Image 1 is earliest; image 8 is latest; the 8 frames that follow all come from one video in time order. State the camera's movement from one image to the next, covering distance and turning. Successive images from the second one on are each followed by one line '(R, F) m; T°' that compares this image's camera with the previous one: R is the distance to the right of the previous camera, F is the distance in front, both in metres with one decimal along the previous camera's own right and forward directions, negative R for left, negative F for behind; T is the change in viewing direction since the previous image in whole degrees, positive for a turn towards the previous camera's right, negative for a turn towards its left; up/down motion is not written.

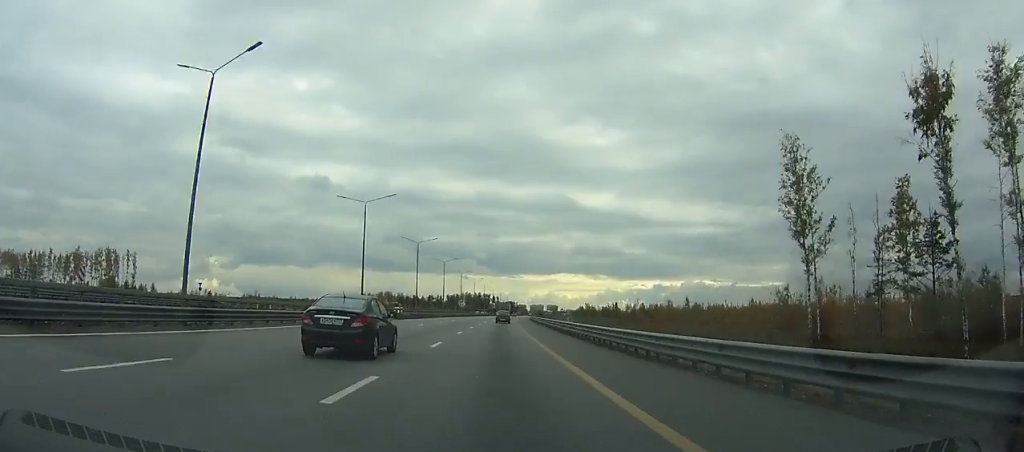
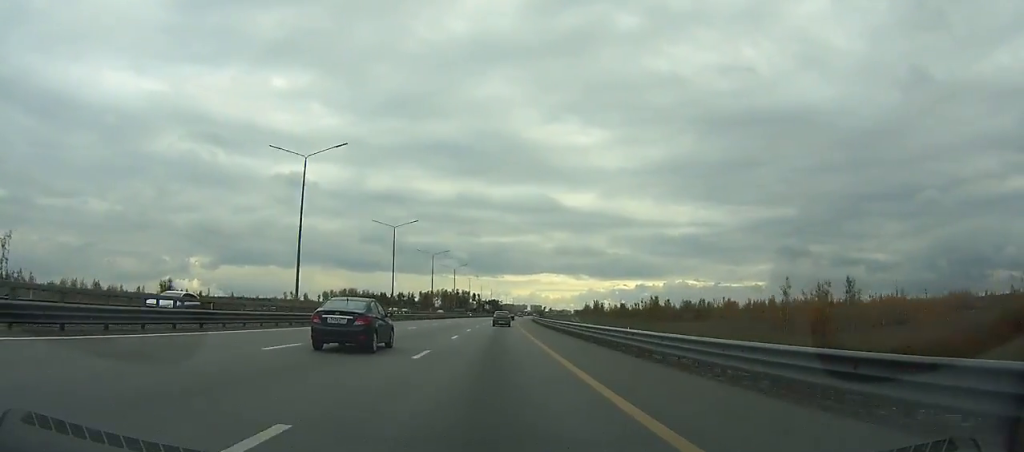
(+0.4, +77.9) m; +1°
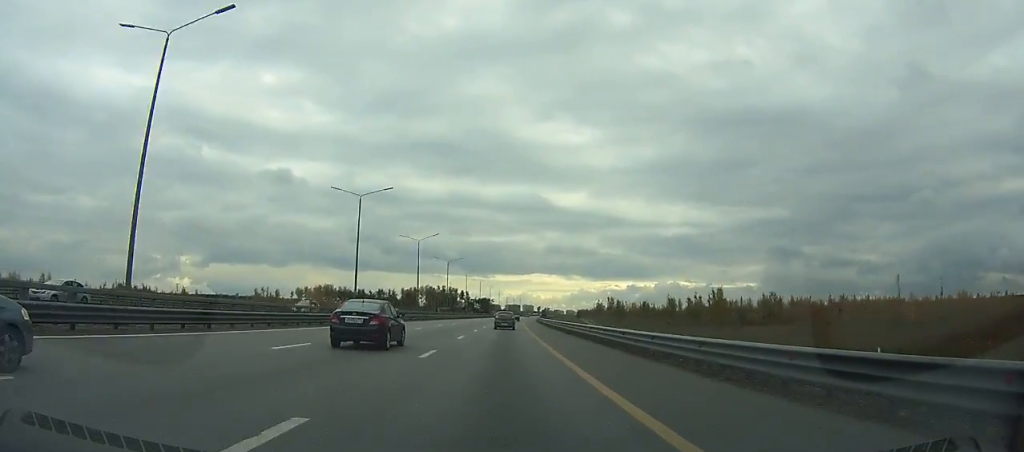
(+0.6, +48.2) m; +1°
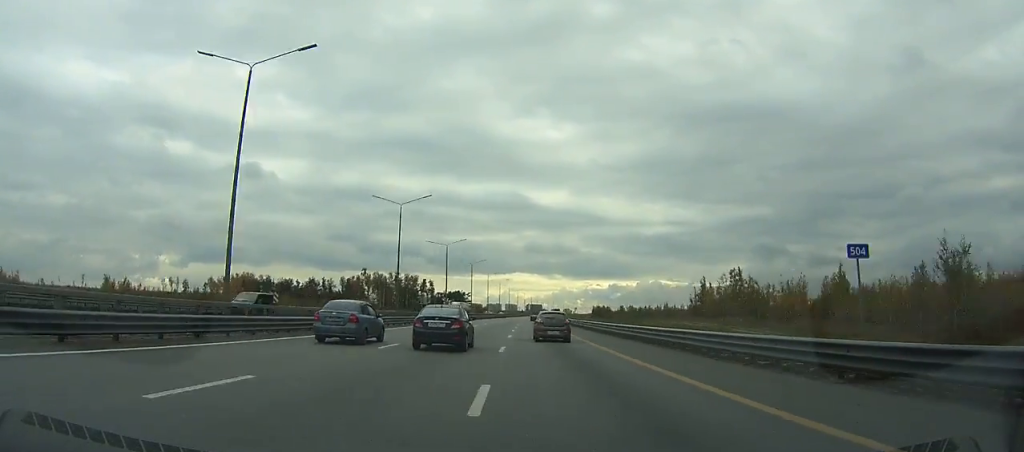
(+2.2, +117.1) m; +2°
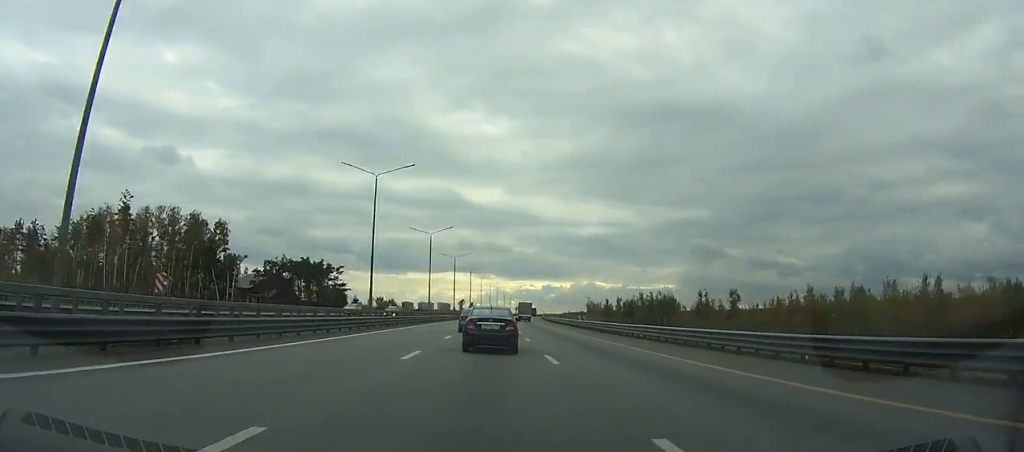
(+5.6, +158.7) m; +5°
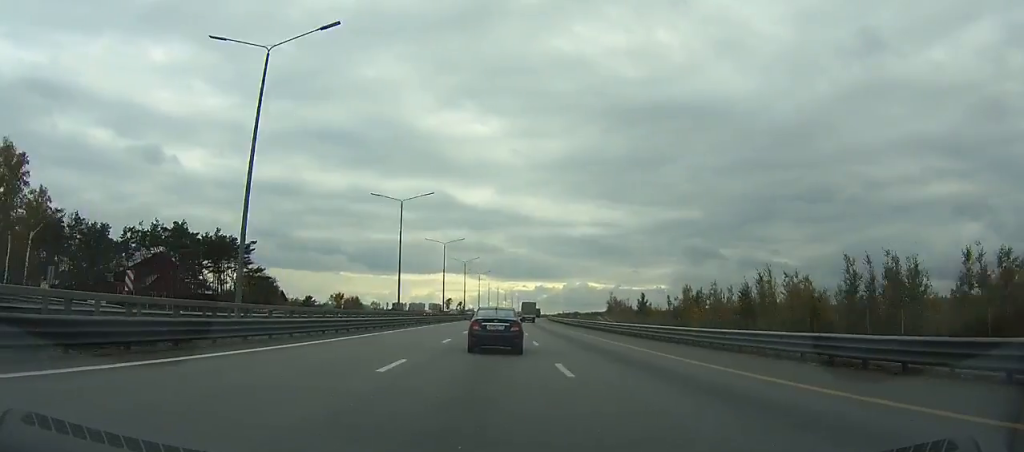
(+1.5, +49.6) m; +2°
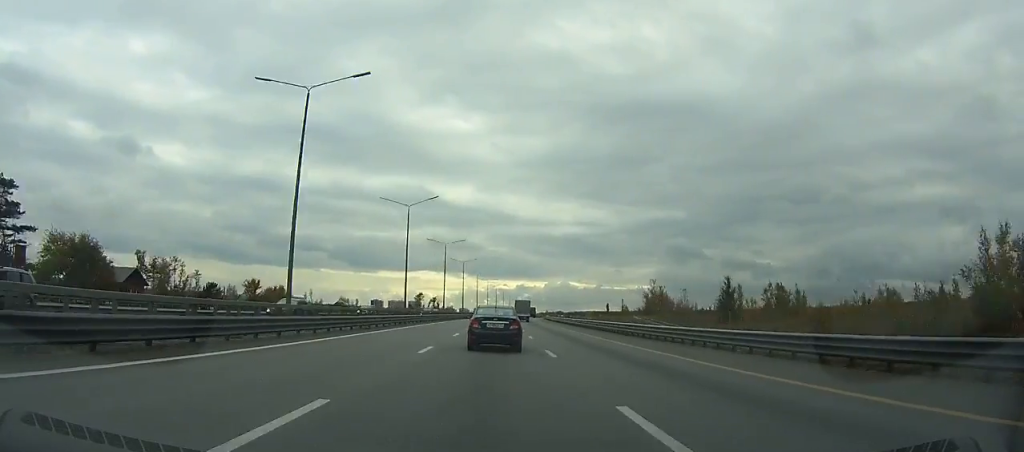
(+0.9, +55.7) m; +2°
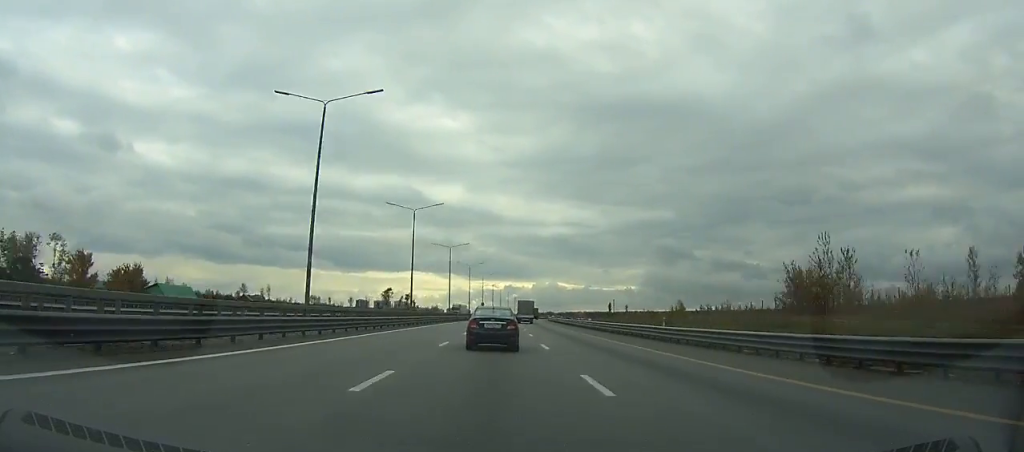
(+1.2, +56.1) m; +1°
